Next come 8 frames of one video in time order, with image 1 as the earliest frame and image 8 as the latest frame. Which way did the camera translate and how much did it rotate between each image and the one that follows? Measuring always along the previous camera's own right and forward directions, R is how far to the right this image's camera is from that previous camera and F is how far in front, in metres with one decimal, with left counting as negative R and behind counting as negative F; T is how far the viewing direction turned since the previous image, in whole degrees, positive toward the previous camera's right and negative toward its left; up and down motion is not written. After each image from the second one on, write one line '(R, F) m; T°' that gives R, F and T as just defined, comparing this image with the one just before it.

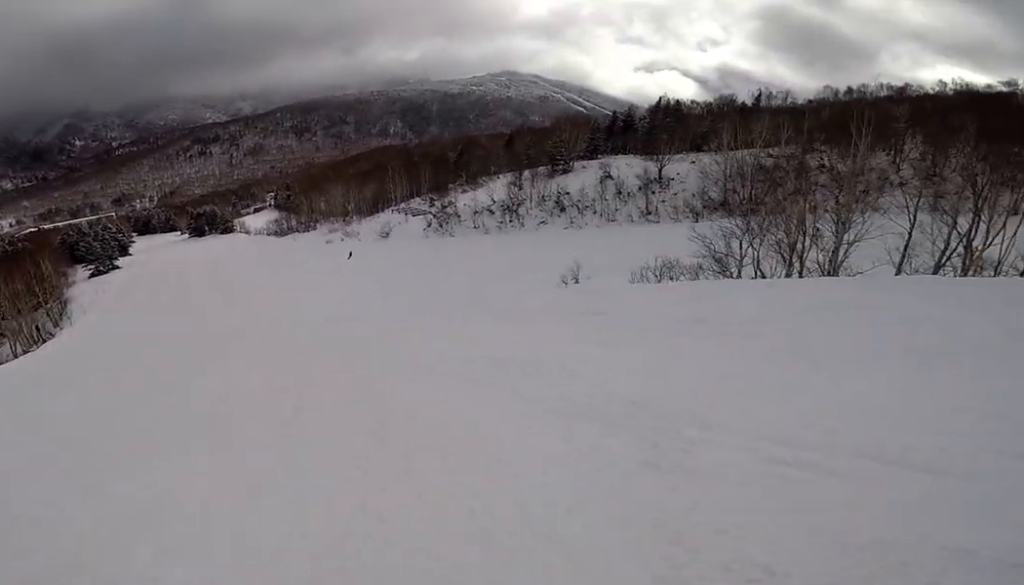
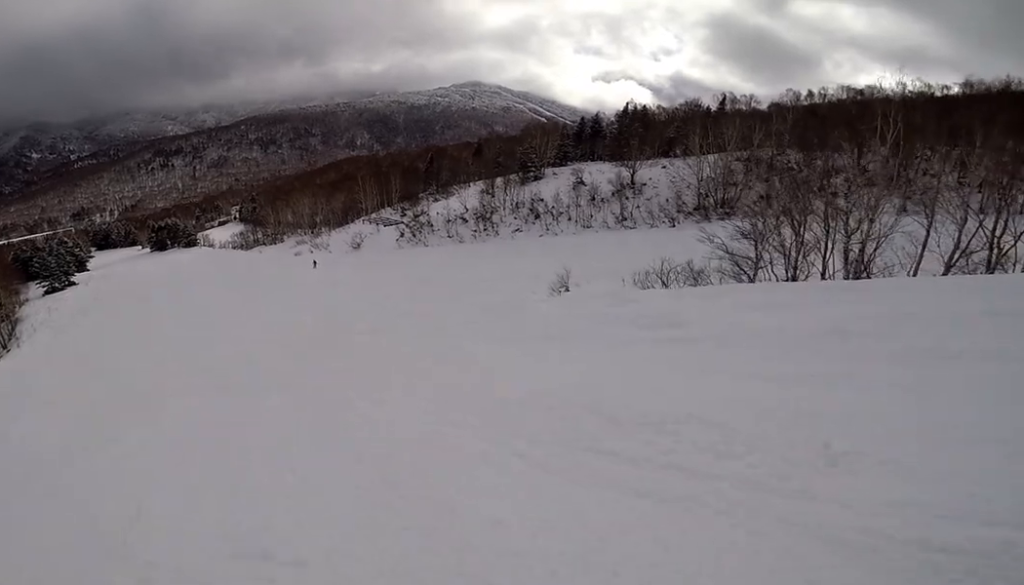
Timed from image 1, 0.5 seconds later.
(+0.2, +3.3) m; +1°
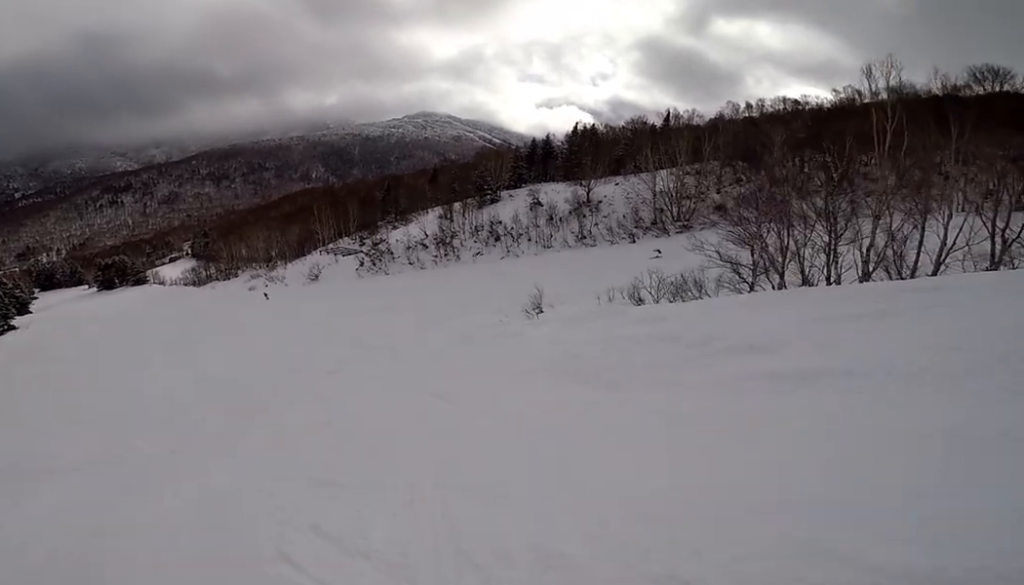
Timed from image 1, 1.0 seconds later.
(+0.1, +3.2) m; -4°
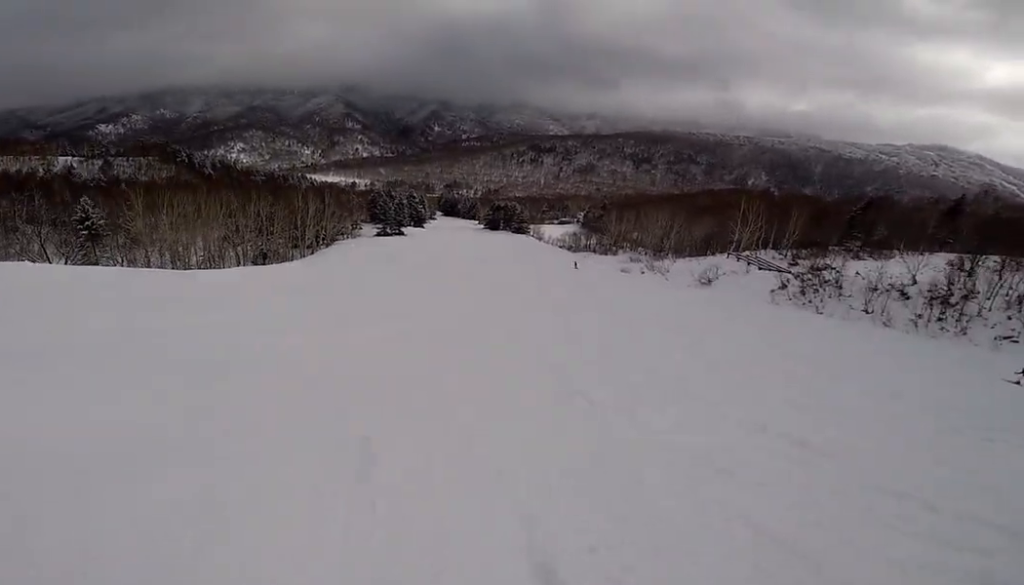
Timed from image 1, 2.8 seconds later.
(-3.3, +13.5) m; -21°
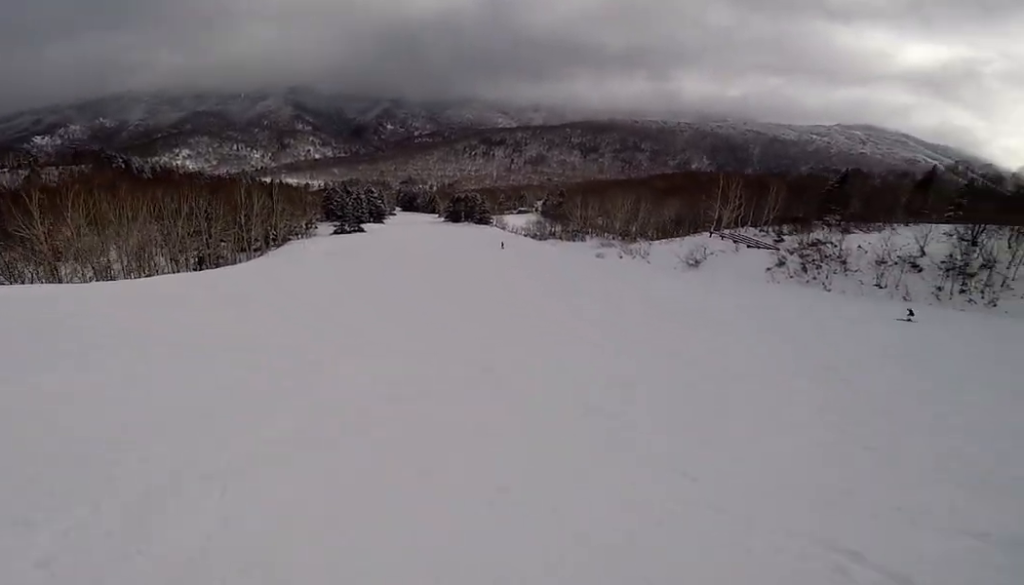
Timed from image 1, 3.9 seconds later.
(-0.1, +9.1) m; +7°
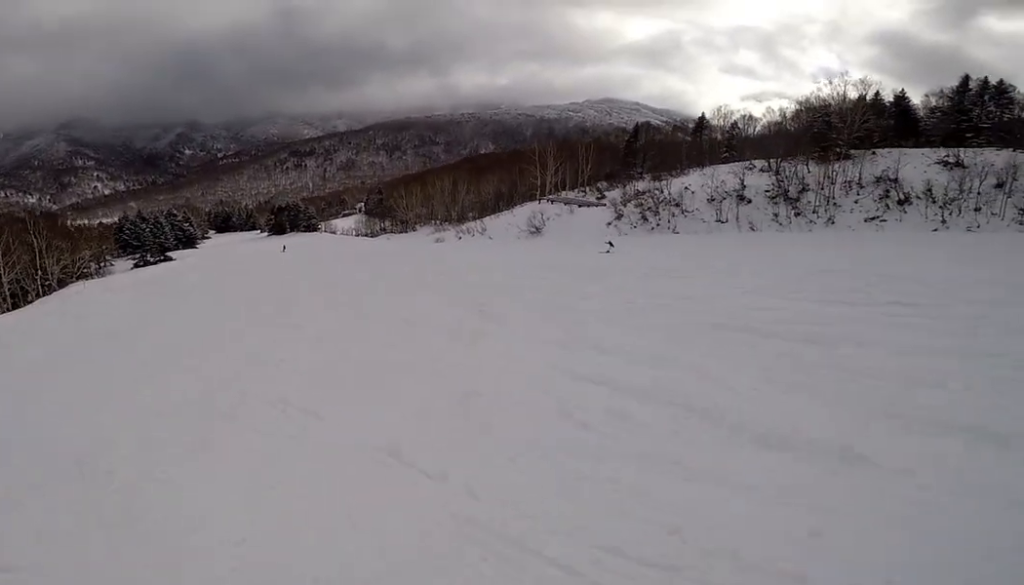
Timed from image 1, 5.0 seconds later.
(+1.5, +10.9) m; -1°
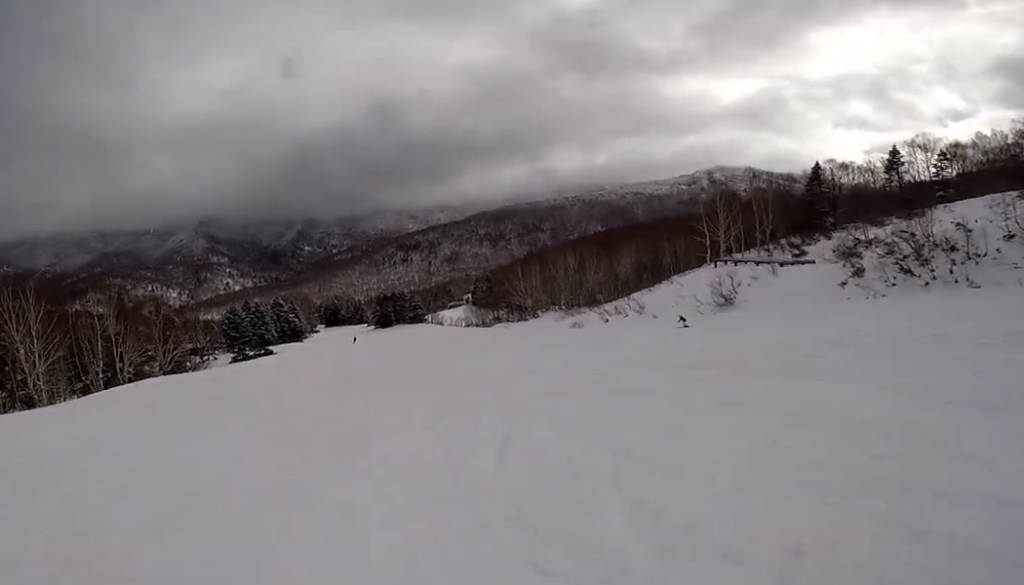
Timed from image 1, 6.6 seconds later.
(-2.6, +15.3) m; -10°
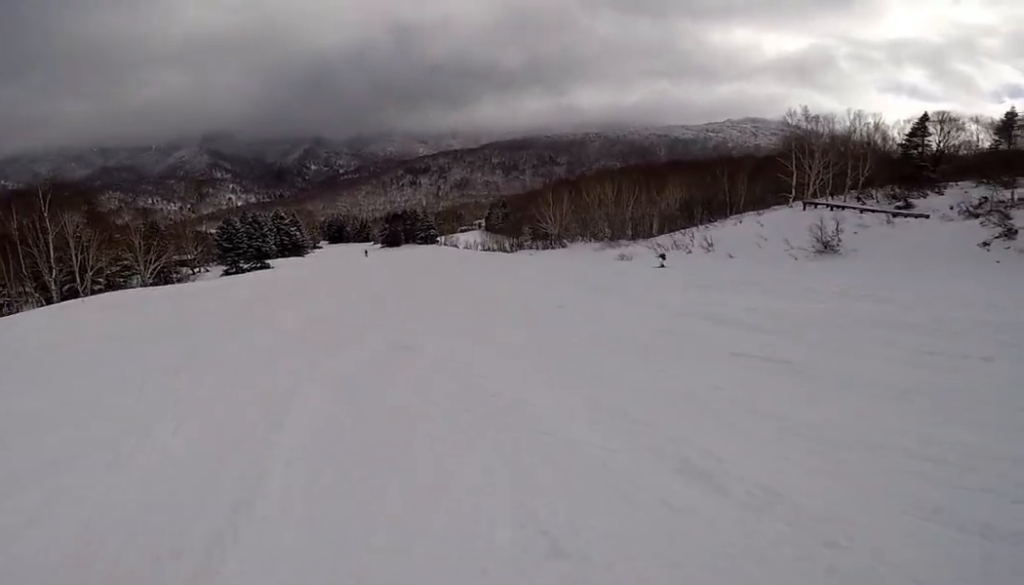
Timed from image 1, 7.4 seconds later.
(+0.4, +9.1) m; +3°
